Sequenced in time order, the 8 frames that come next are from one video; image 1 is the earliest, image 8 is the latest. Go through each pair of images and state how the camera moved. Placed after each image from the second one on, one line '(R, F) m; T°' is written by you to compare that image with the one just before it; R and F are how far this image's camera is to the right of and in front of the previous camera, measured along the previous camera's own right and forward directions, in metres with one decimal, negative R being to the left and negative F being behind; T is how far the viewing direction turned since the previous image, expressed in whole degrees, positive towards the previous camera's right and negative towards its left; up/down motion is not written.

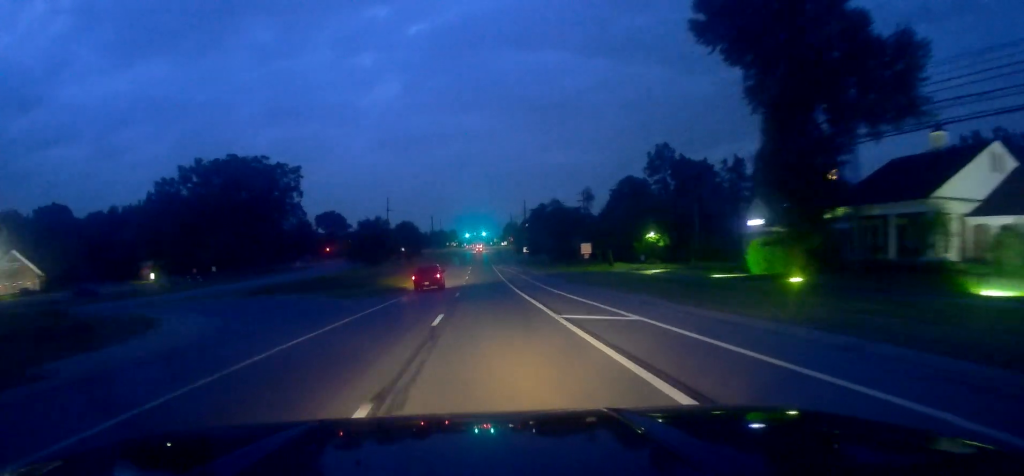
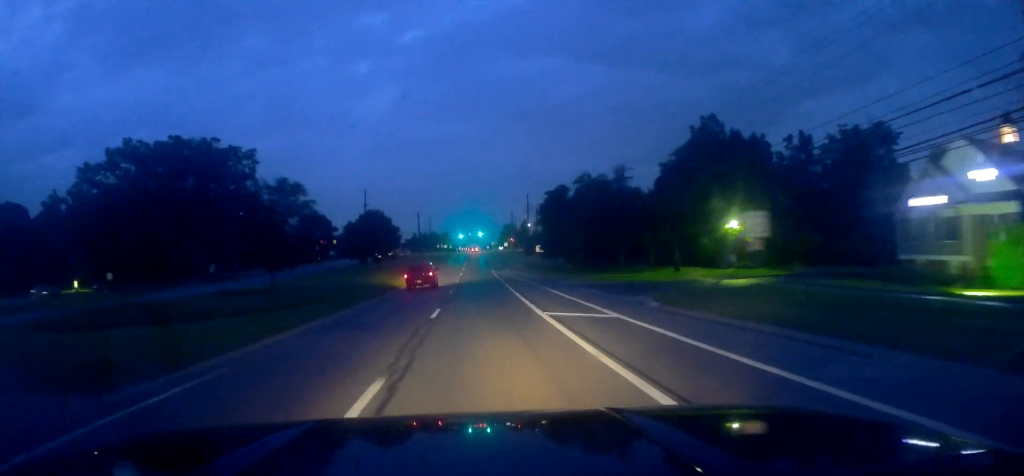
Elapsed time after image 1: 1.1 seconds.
(0.0, +28.7) m; 0°
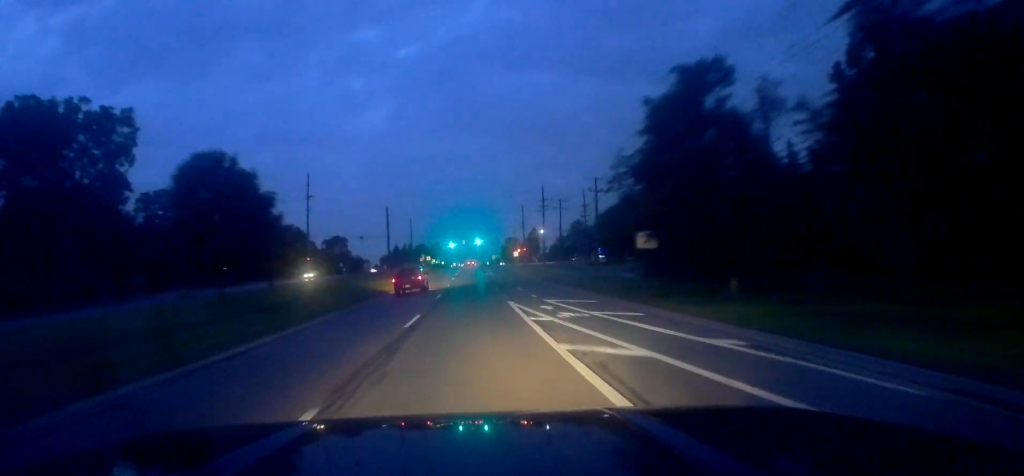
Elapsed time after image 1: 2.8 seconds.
(+0.1, +47.1) m; 0°
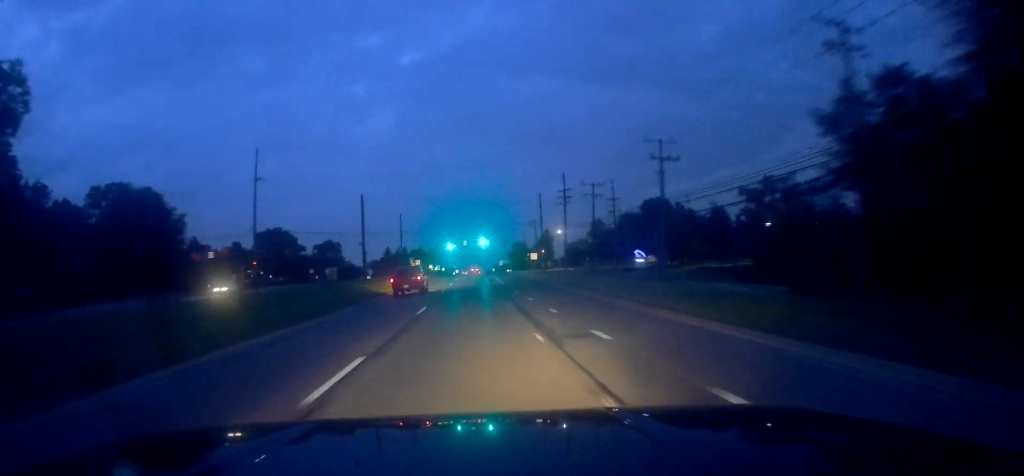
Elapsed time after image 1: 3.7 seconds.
(-0.2, +25.4) m; 0°
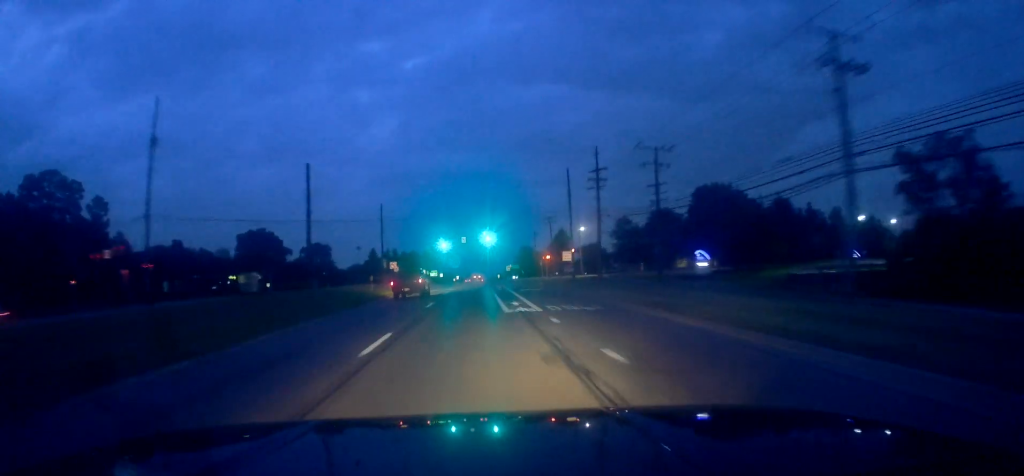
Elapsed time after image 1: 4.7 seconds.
(+0.1, +26.1) m; +1°
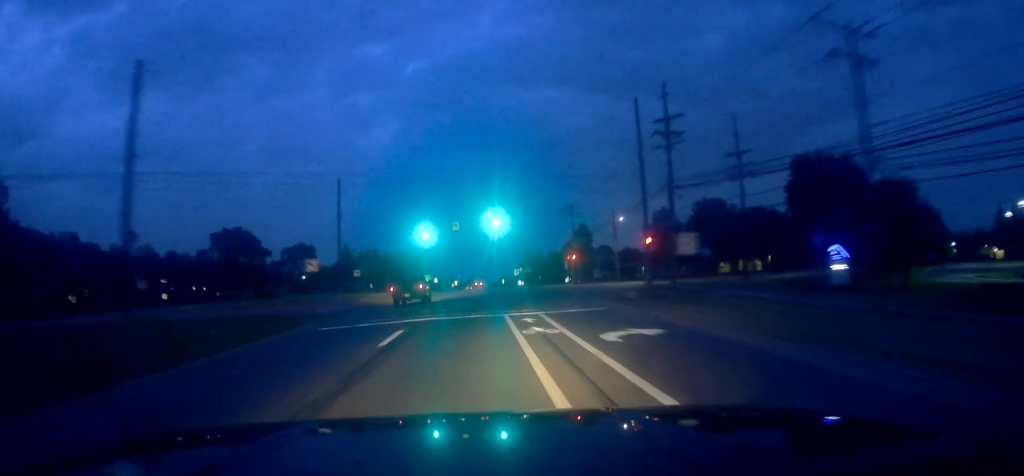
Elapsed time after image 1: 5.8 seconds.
(+0.3, +28.5) m; +1°
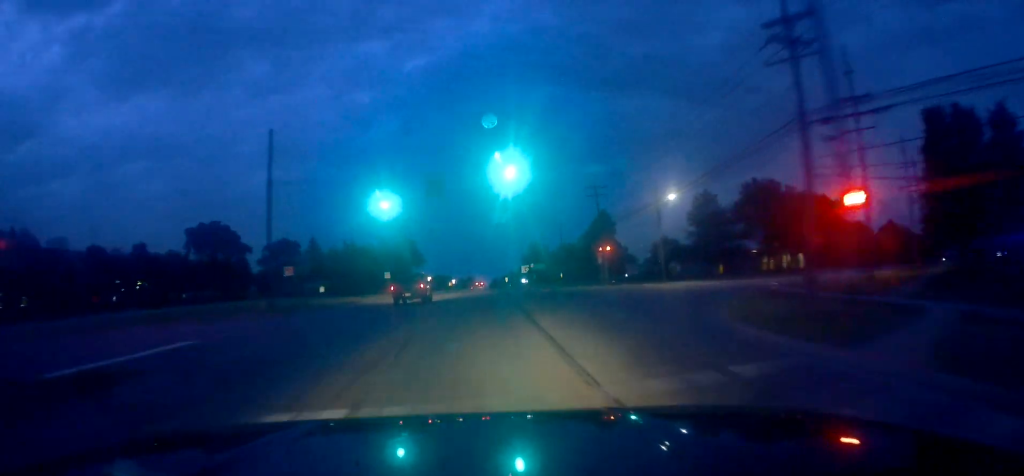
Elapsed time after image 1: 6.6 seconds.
(0.0, +21.2) m; 0°
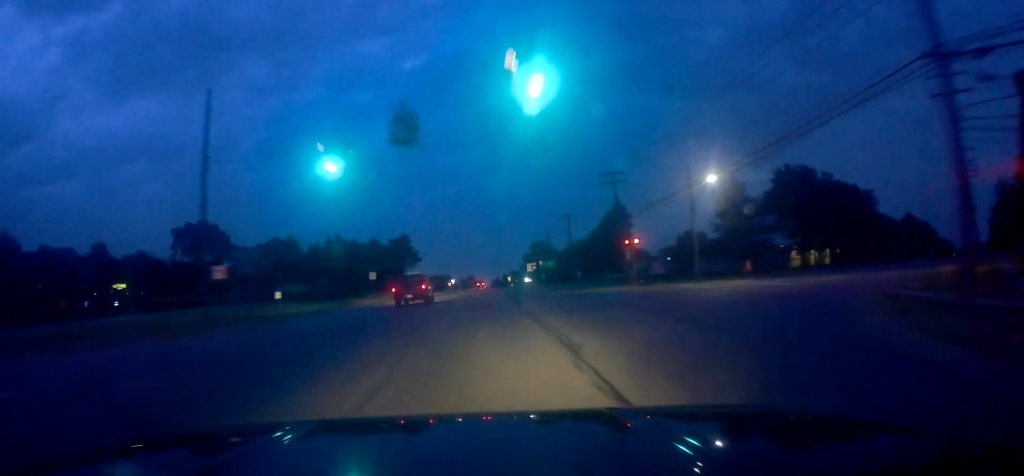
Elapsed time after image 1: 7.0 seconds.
(+0.1, +10.5) m; -1°
